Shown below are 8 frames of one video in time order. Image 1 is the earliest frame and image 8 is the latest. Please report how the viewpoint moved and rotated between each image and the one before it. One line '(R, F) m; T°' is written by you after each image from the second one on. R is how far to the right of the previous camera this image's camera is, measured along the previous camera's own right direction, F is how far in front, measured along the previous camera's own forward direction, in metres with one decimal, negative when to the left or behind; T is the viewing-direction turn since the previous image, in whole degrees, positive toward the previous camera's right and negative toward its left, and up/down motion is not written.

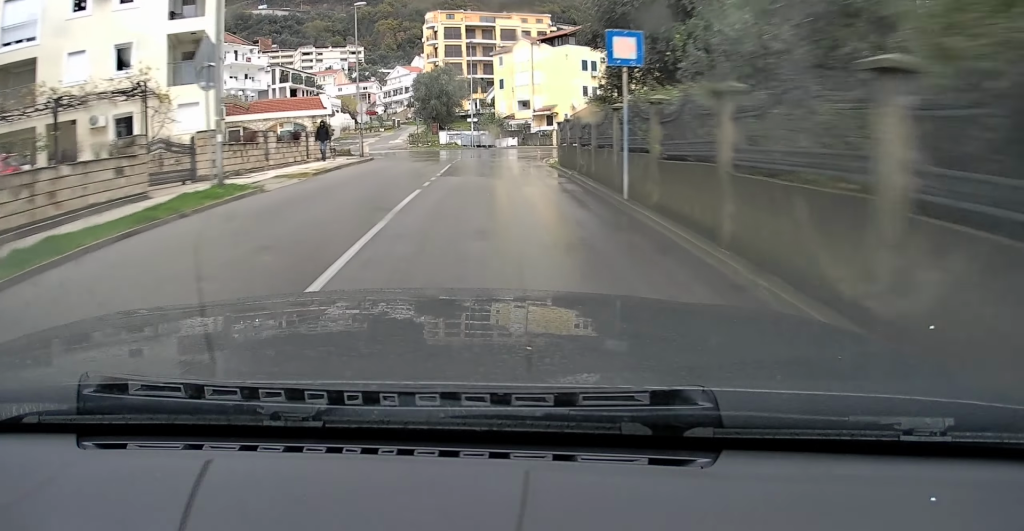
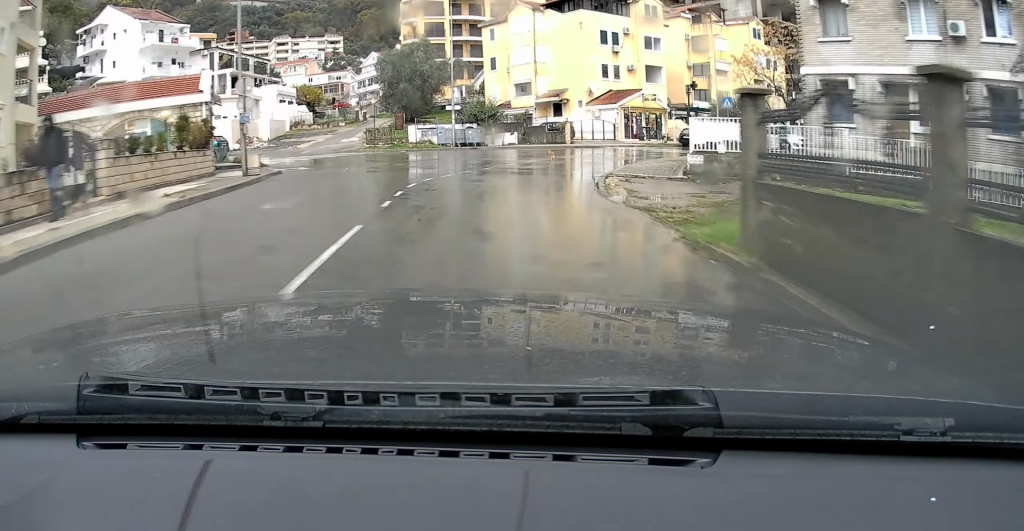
(+0.2, +19.6) m; +3°
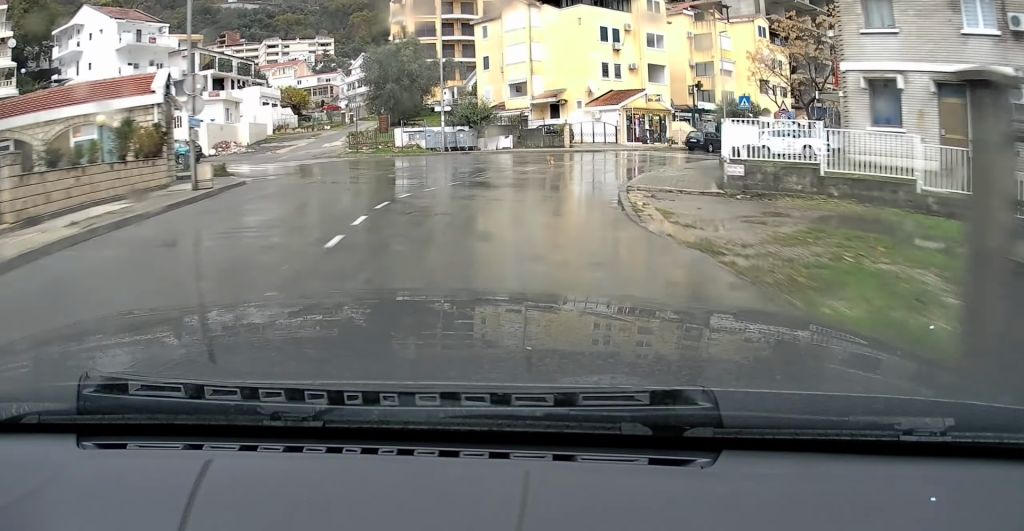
(+0.2, +3.4) m; +1°
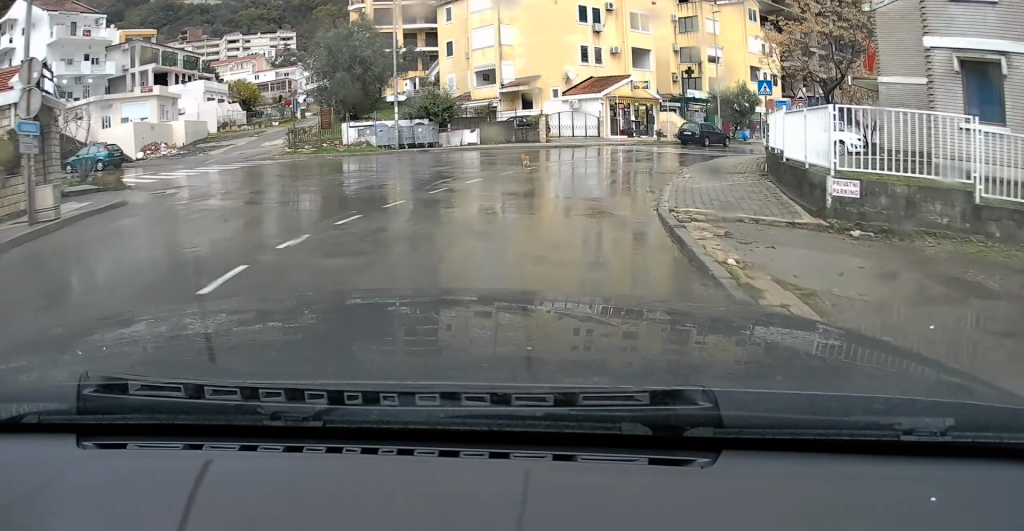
(+0.1, +6.1) m; +3°
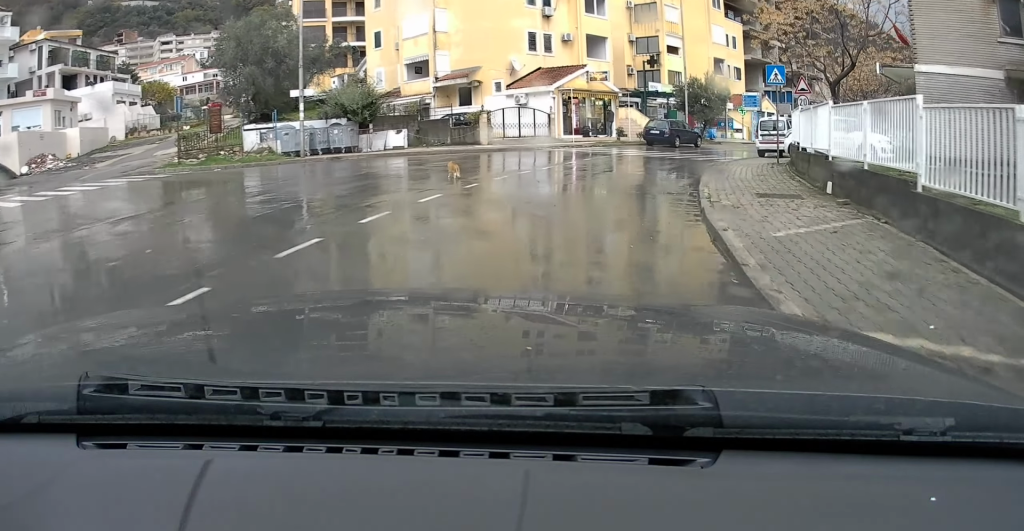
(+0.1, +5.9) m; +5°
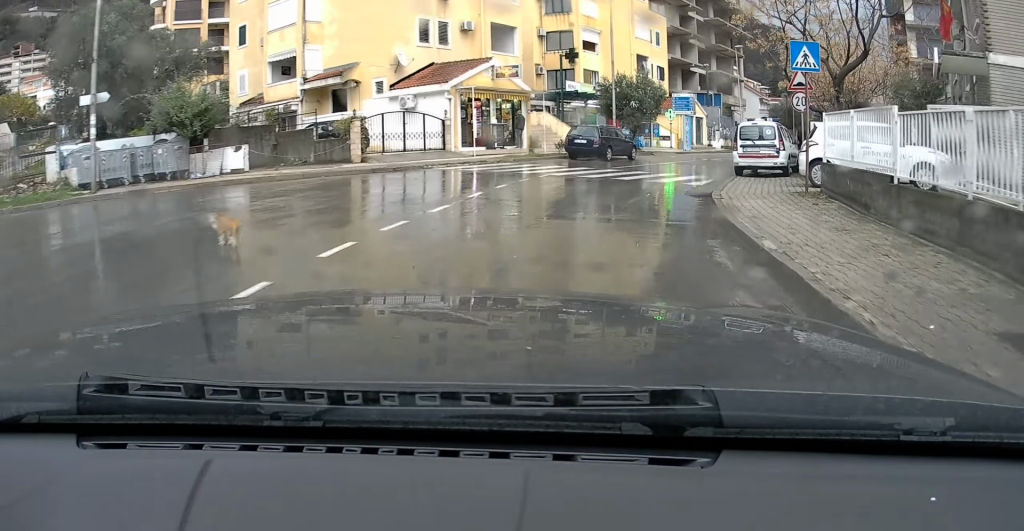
(+0.6, +7.4) m; +9°
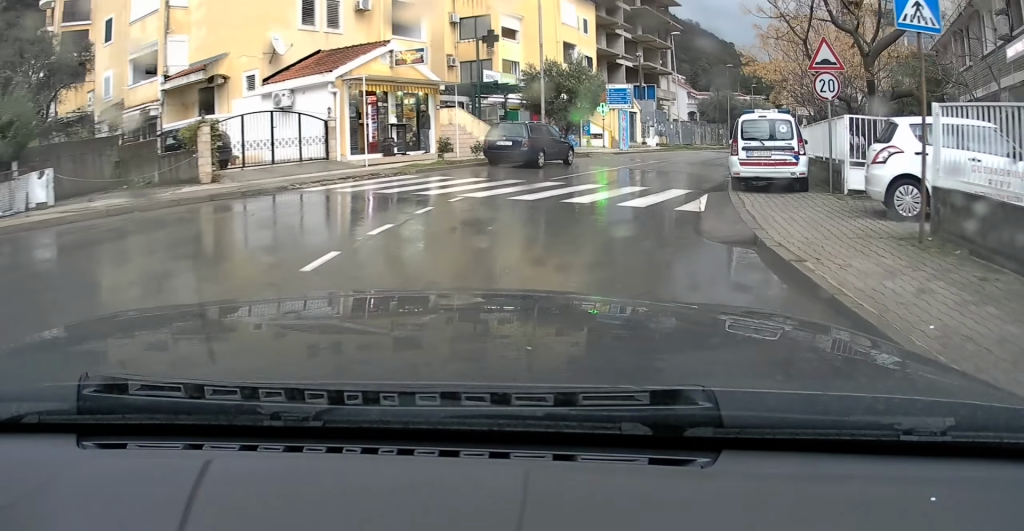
(+0.4, +6.0) m; +8°
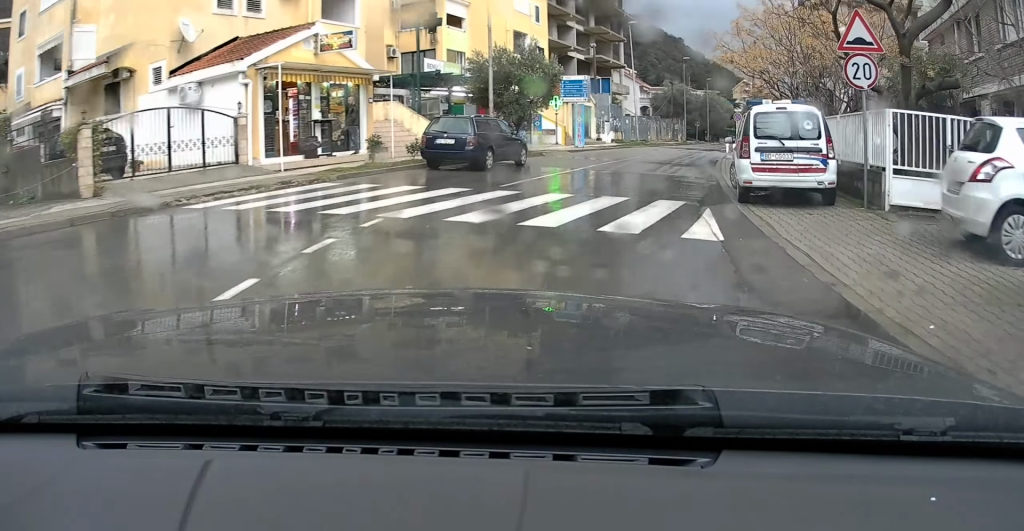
(+0.2, +3.3) m; +4°
